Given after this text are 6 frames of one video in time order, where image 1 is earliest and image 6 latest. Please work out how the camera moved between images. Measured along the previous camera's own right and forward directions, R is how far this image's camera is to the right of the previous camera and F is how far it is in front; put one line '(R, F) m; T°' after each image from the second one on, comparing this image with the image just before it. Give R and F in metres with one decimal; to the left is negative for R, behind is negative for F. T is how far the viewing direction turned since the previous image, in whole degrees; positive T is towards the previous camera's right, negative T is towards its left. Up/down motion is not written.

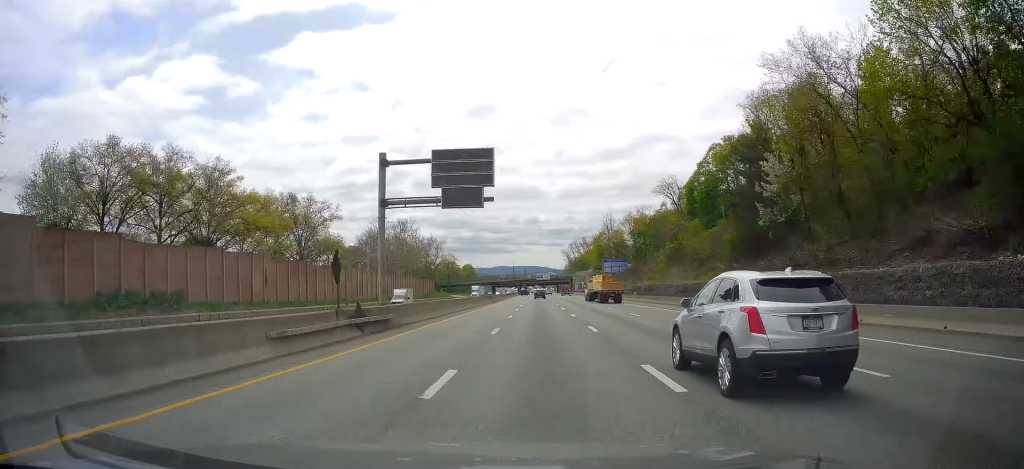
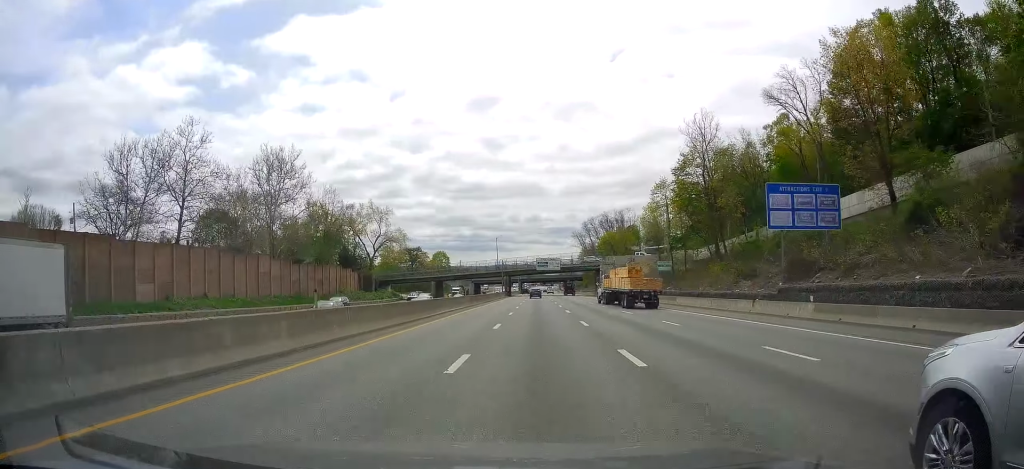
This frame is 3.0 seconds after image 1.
(+0.2, +95.4) m; 0°
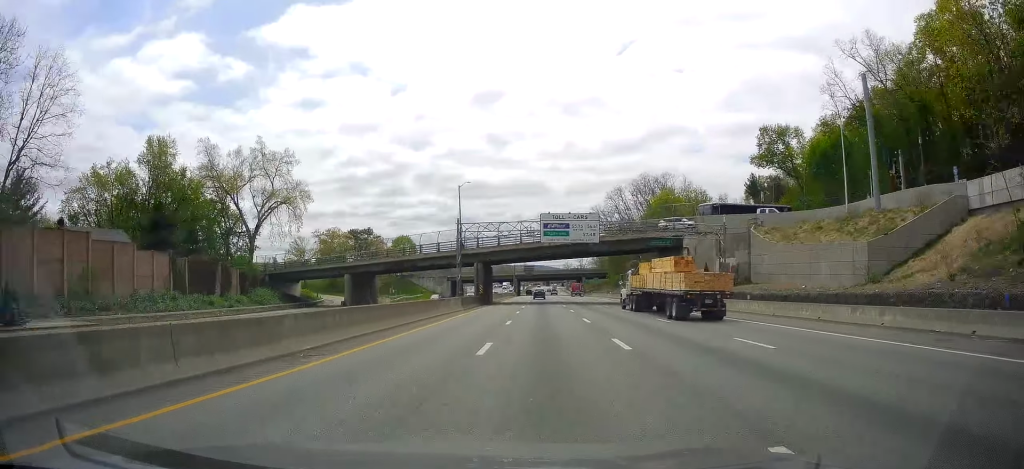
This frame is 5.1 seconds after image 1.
(+0.2, +69.9) m; 0°
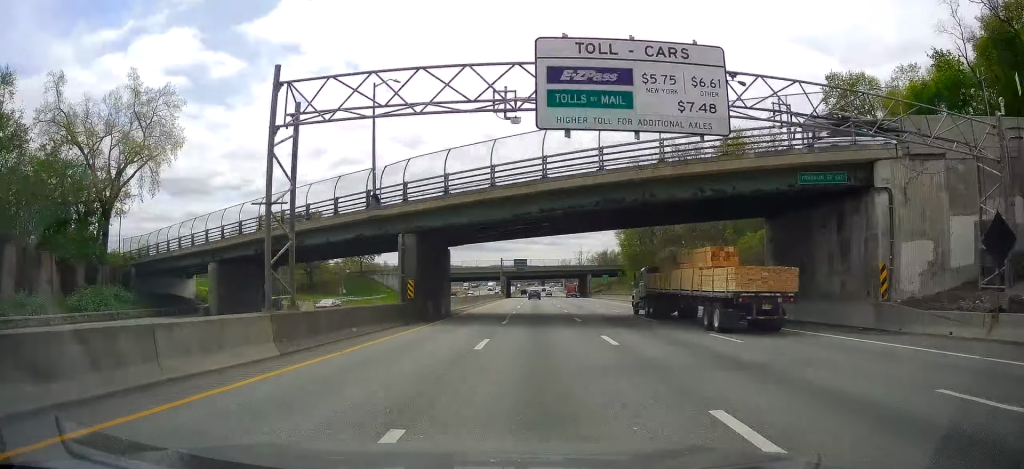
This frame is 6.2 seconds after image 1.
(+0.2, +34.5) m; 0°
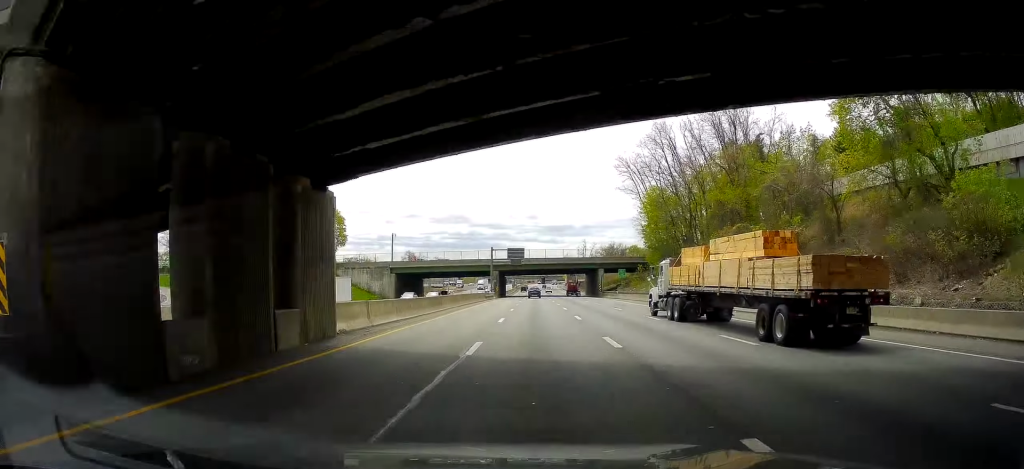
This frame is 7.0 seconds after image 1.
(-0.1, +26.0) m; 0°
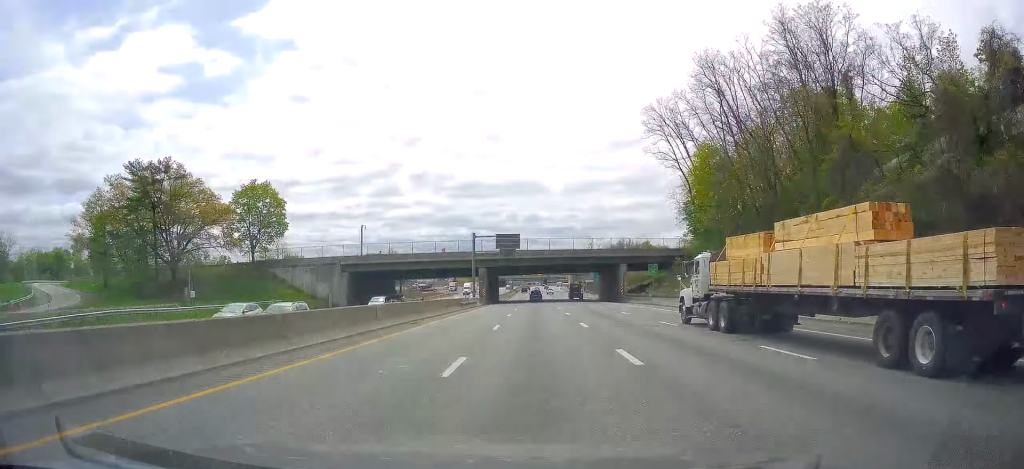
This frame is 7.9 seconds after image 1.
(-0.3, +28.1) m; 0°
